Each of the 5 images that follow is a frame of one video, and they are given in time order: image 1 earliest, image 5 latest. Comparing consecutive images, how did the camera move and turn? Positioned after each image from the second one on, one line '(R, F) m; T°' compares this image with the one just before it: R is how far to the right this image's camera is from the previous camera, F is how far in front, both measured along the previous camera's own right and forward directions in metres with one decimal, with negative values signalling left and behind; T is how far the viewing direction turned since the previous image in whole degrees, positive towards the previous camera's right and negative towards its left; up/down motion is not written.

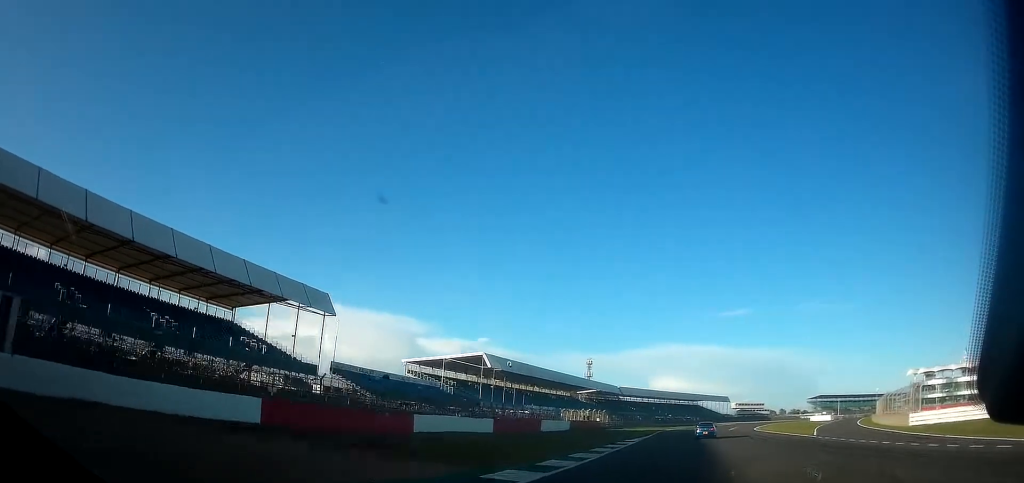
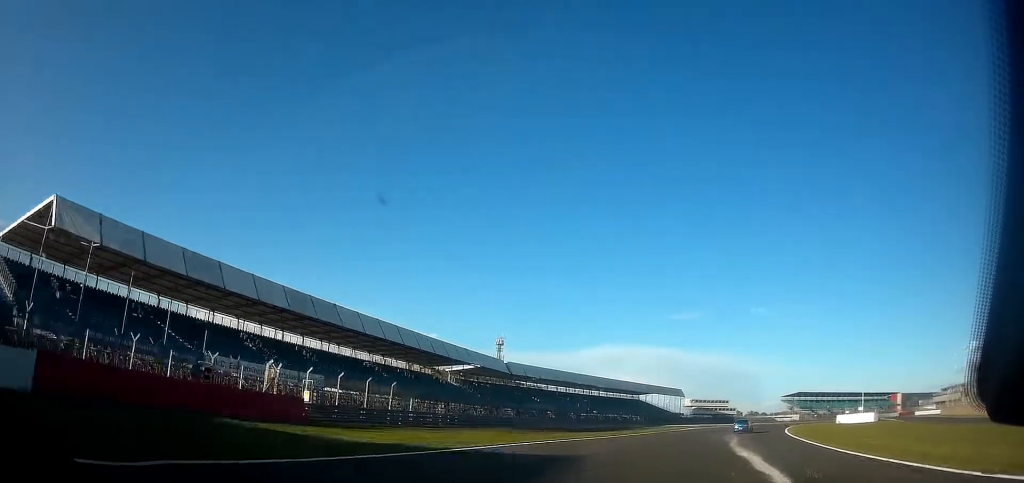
(+3.3, +61.3) m; +5°
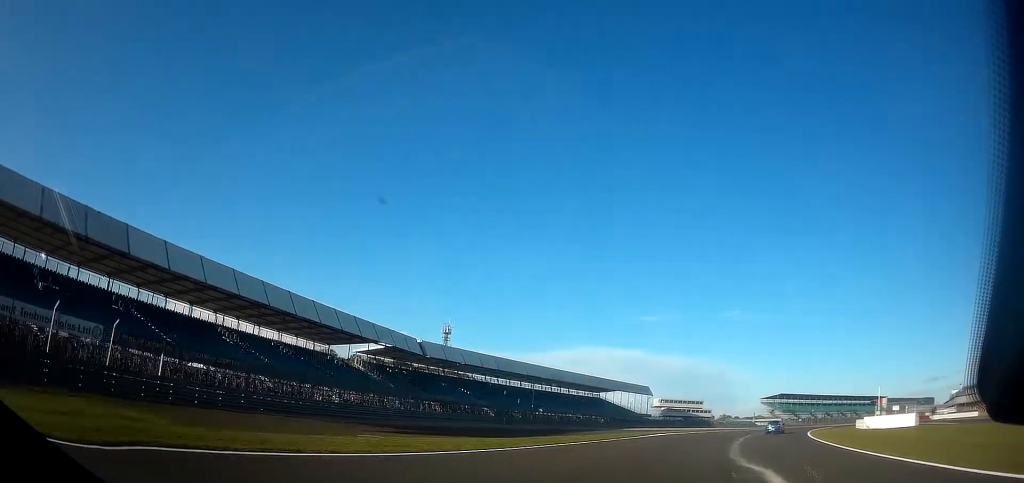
(+1.1, +25.4) m; -3°
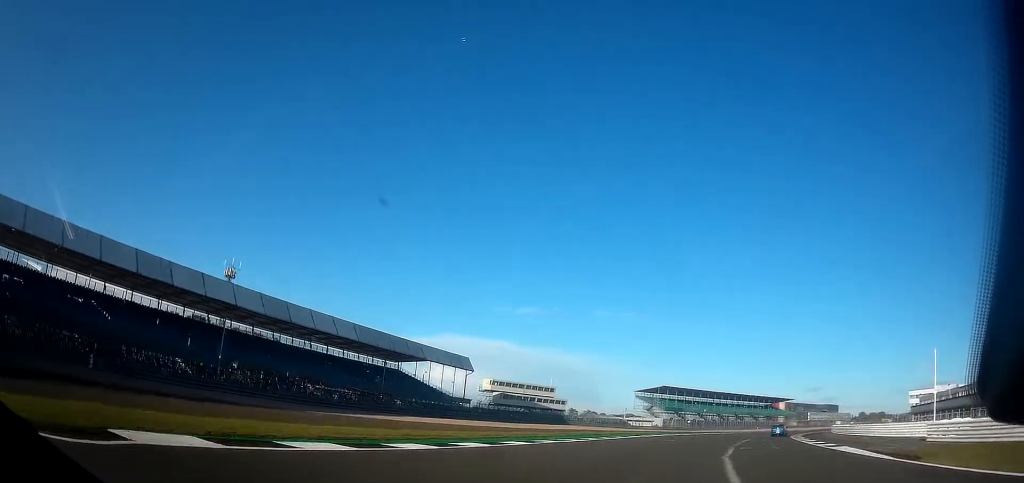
(-5.7, +66.3) m; -1°
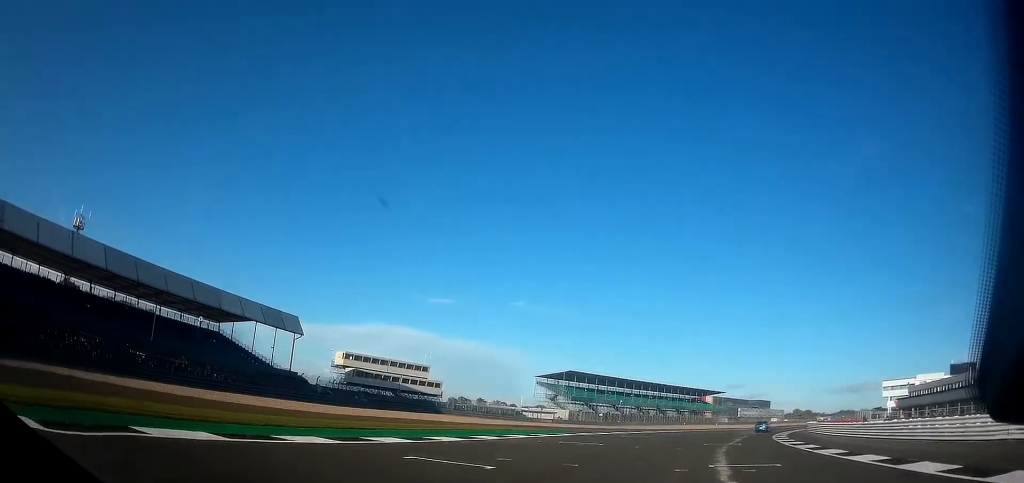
(+0.6, +37.9) m; +11°
